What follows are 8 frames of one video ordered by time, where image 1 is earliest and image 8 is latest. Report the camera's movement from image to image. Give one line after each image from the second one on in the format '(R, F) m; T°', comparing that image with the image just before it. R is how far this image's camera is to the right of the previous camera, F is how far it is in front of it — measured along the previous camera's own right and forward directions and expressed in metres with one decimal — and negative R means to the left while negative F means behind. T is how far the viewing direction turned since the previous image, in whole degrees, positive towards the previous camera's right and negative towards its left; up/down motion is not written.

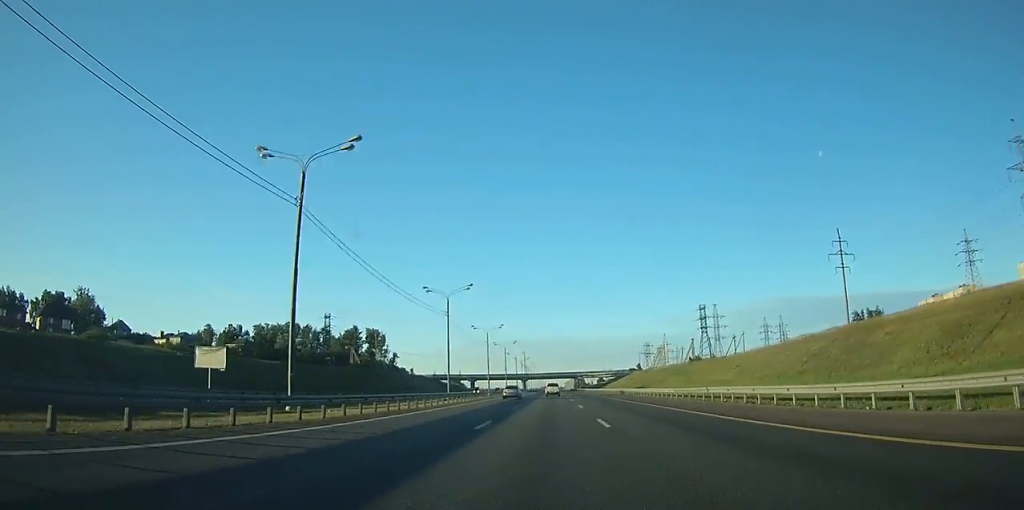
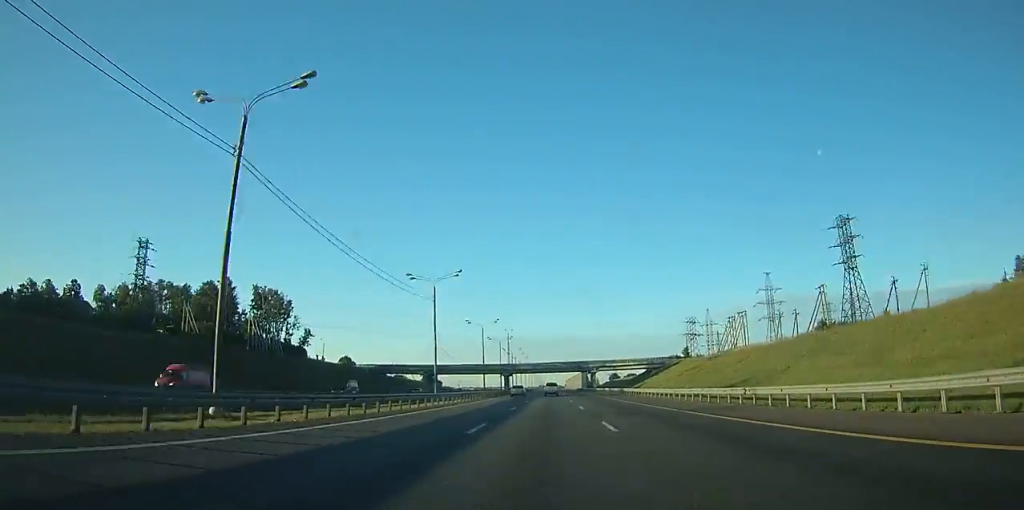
(+0.1, +96.5) m; 0°
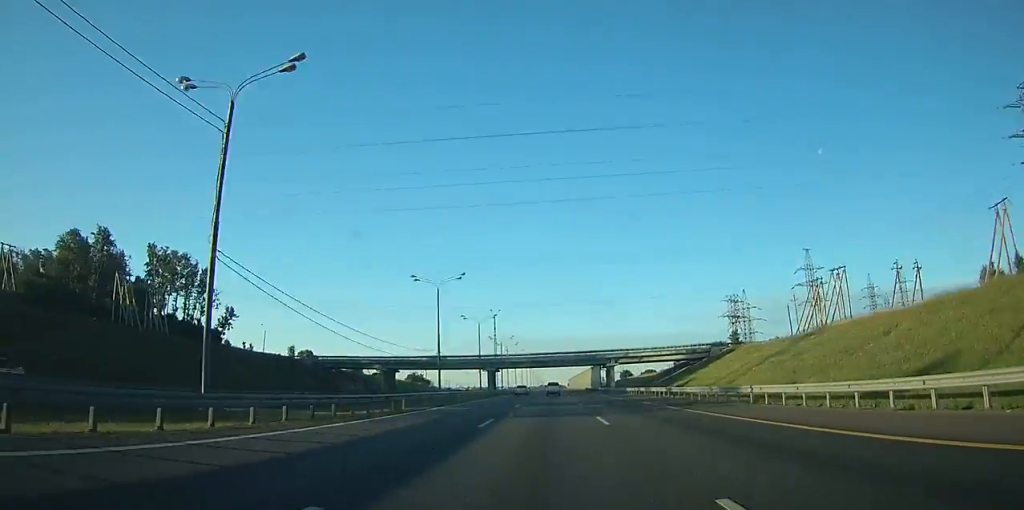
(0.0, +45.0) m; 0°
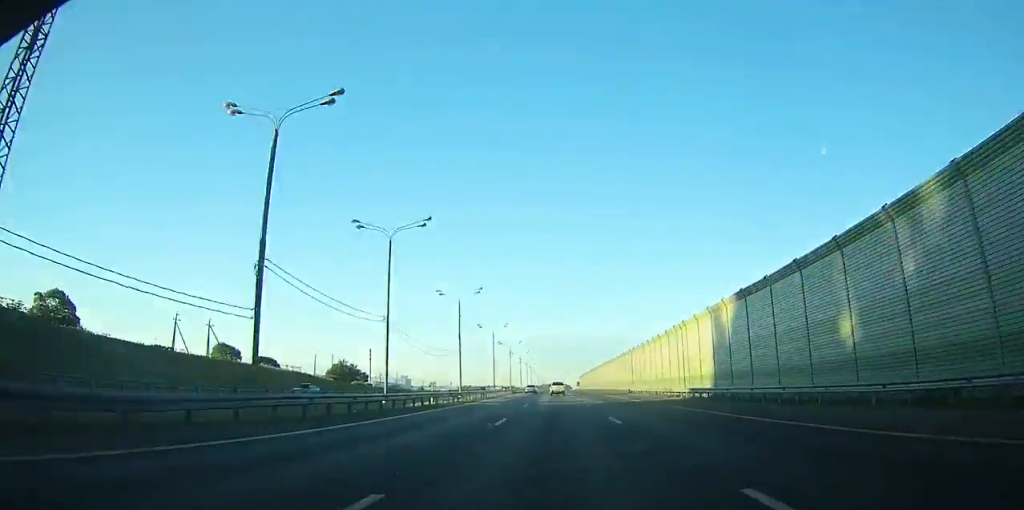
(-0.1, +129.3) m; 0°
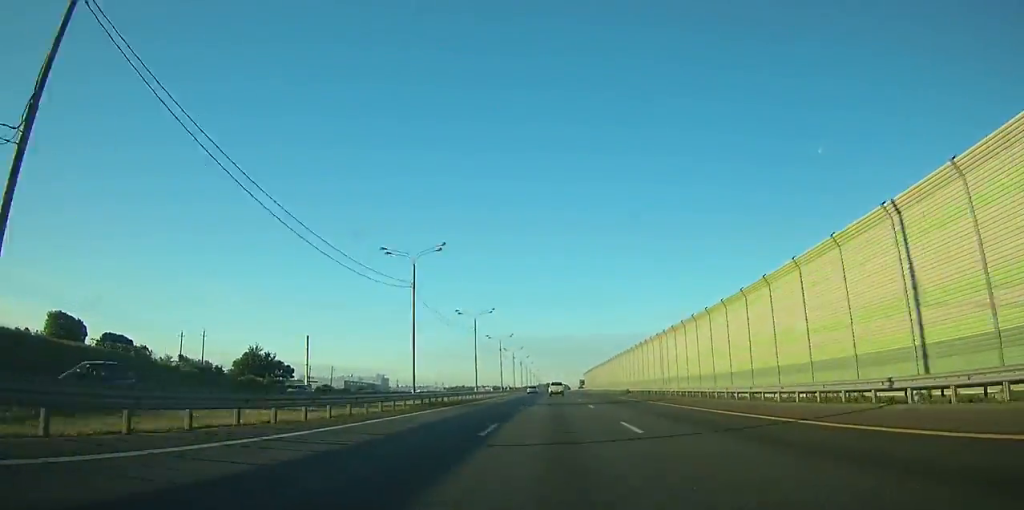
(0.0, +72.6) m; 0°
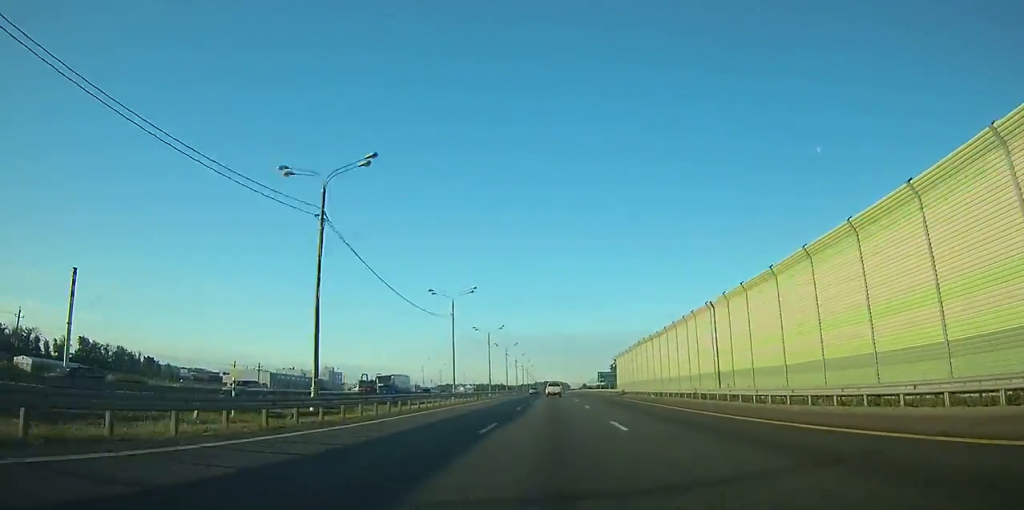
(+0.3, +114.5) m; 0°
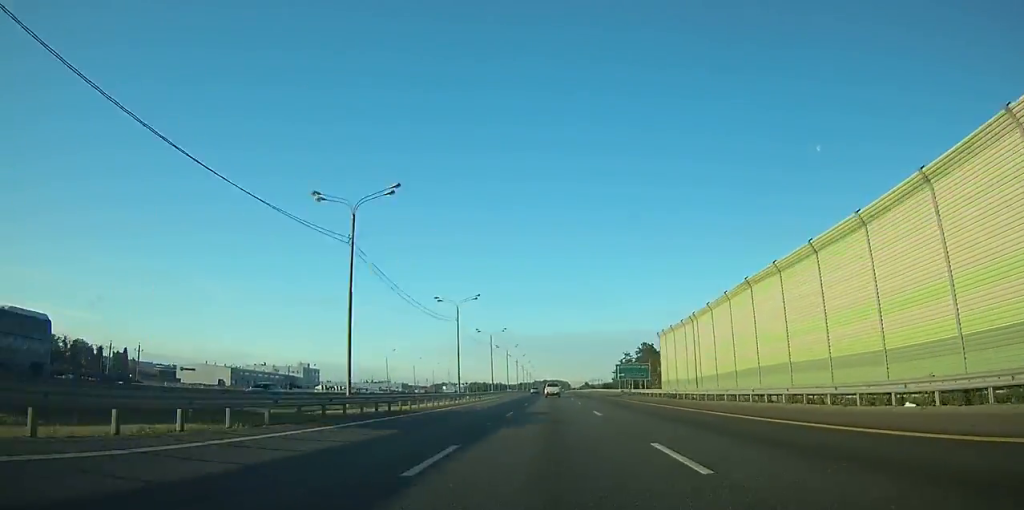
(-0.1, +40.3) m; 0°
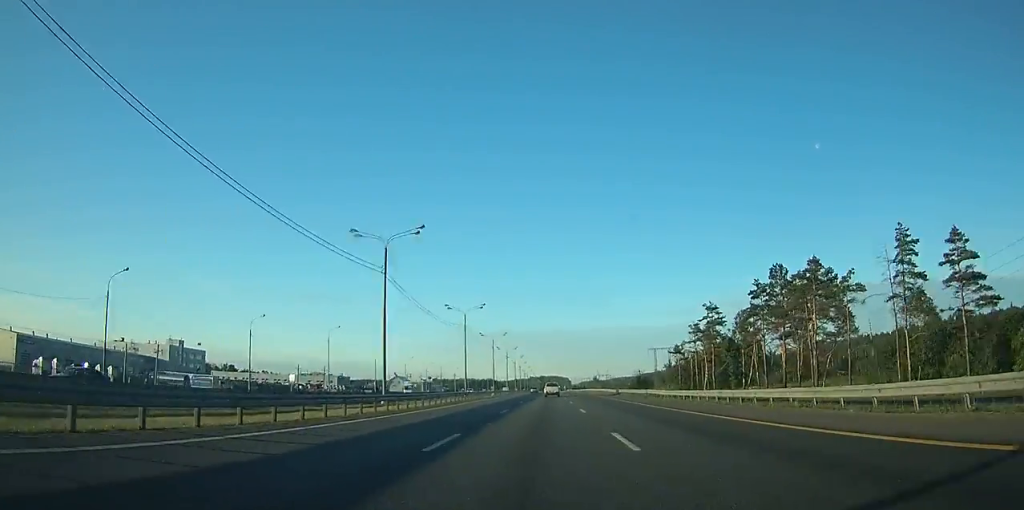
(0.0, +123.3) m; 0°
